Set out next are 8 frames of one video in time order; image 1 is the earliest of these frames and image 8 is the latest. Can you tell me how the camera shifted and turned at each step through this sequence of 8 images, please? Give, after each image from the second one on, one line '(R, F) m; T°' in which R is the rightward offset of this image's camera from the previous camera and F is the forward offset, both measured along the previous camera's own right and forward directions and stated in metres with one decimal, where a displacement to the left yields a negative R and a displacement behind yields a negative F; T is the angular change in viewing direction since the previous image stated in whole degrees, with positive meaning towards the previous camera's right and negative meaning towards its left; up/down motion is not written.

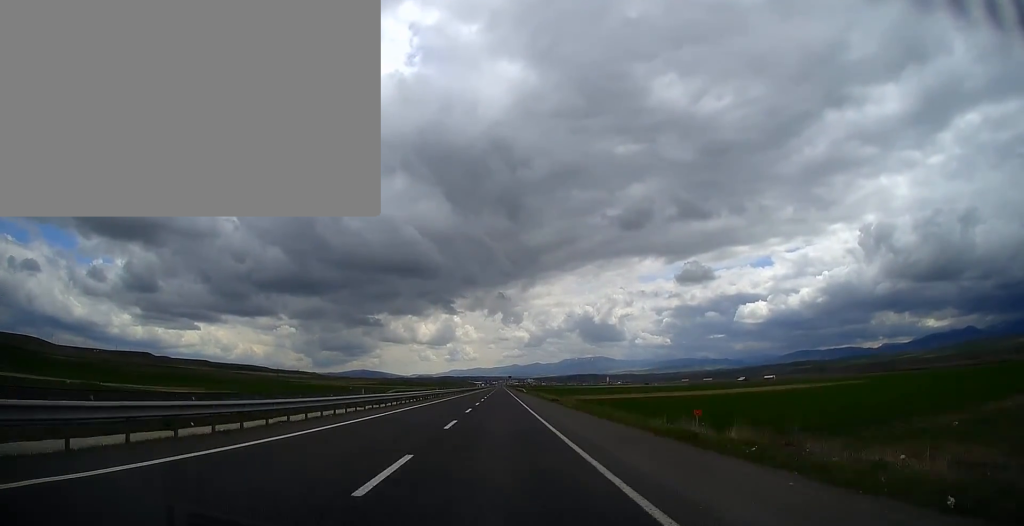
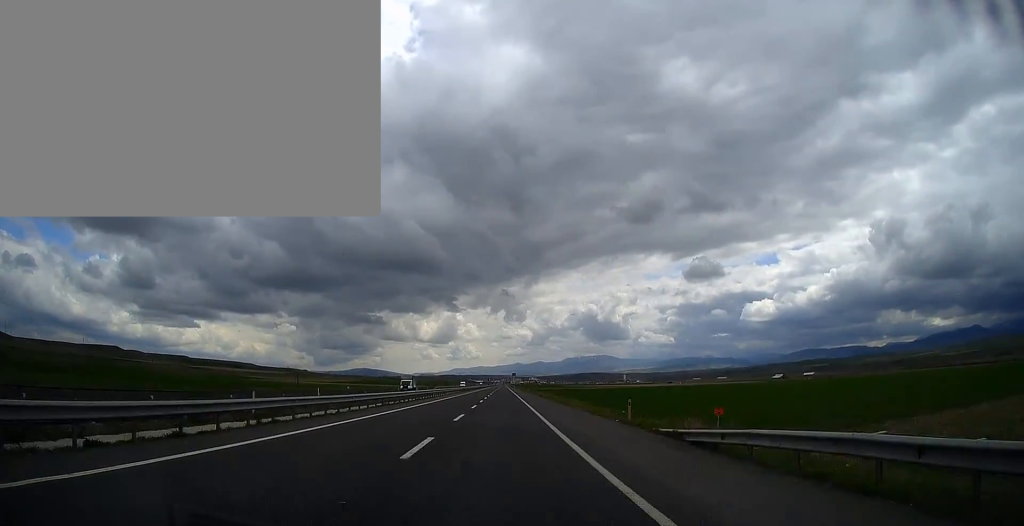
(0.0, +167.9) m; 0°
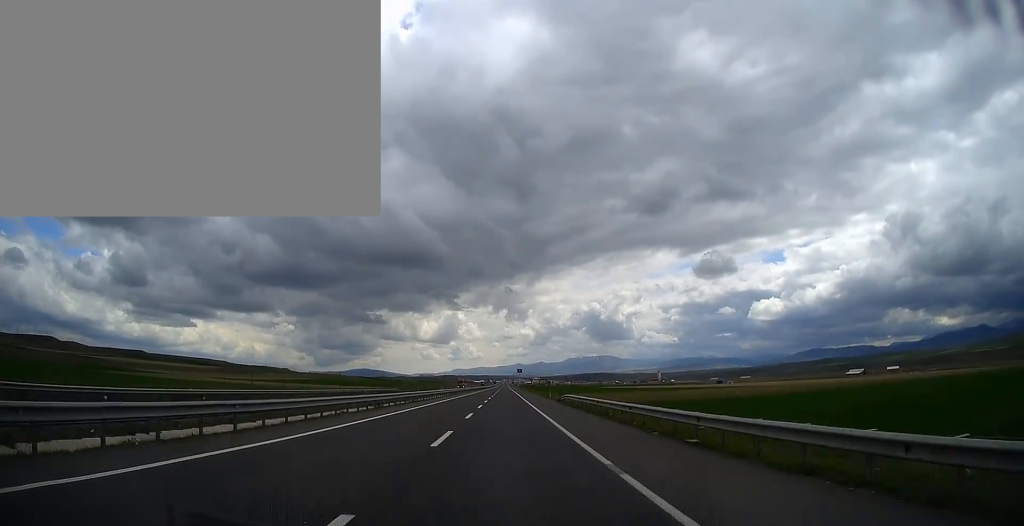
(-0.2, +267.7) m; 0°
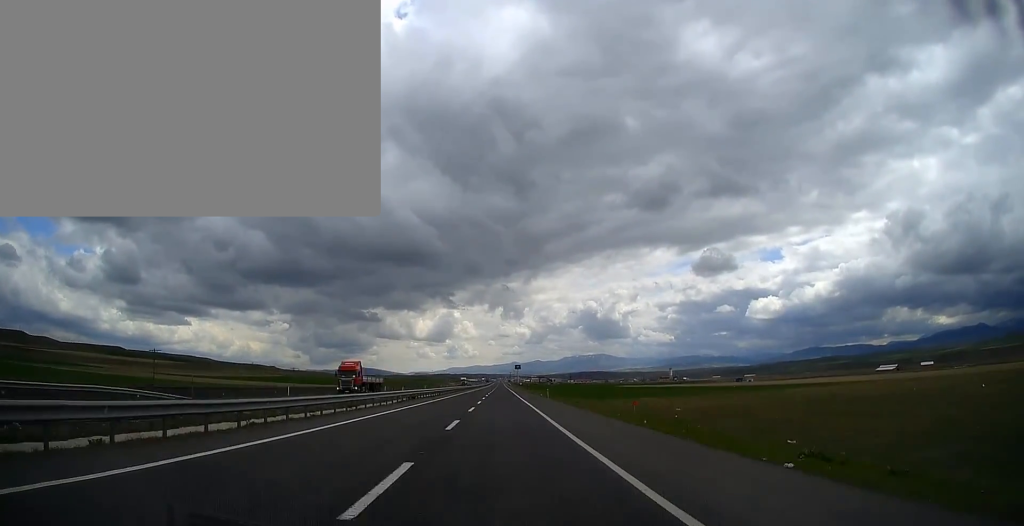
(-0.1, +93.5) m; 0°
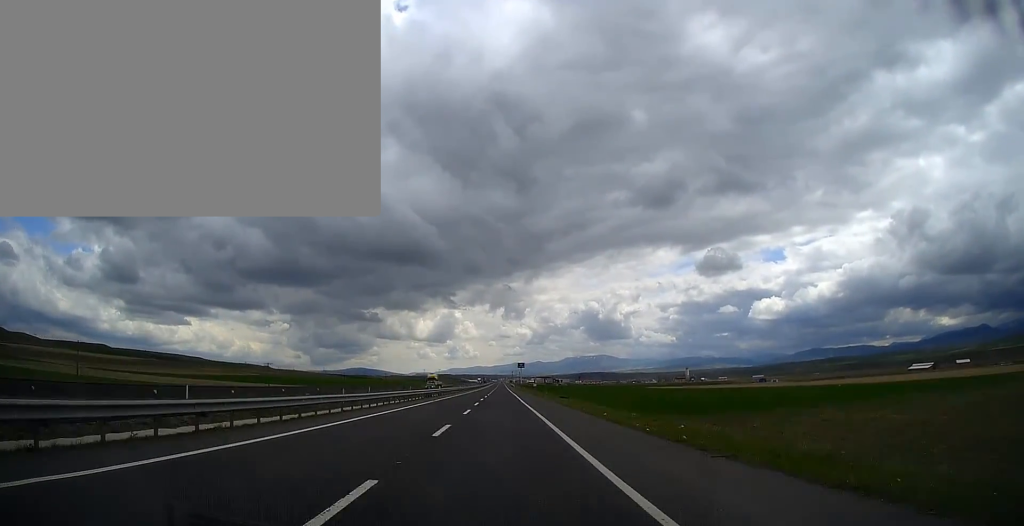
(0.0, +76.6) m; 0°
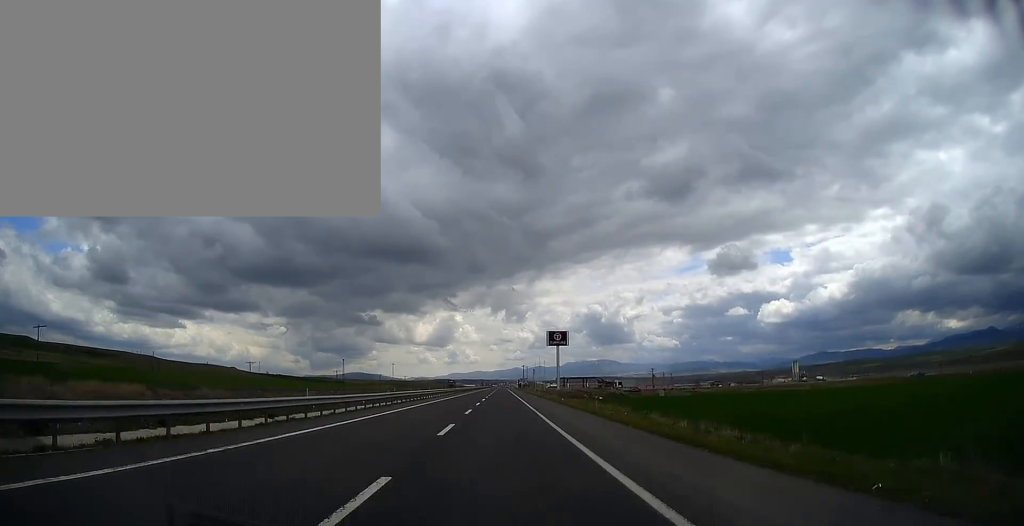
(-0.1, +310.2) m; 0°
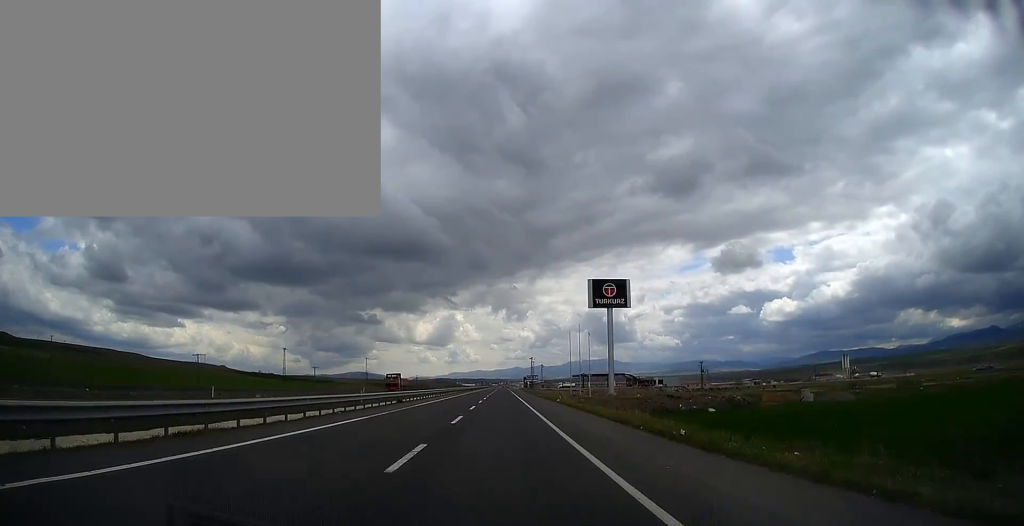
(0.0, +81.9) m; 0°
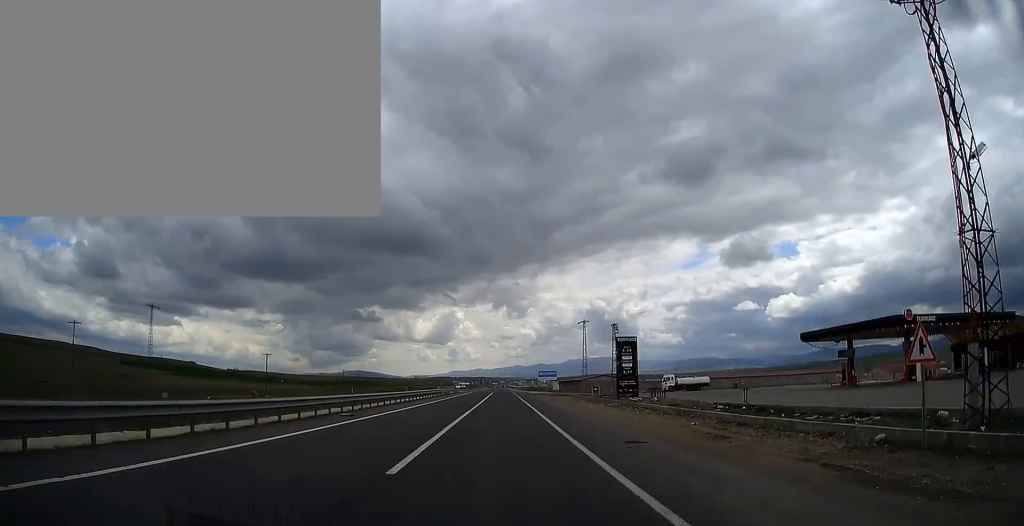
(-0.2, +181.3) m; 0°
